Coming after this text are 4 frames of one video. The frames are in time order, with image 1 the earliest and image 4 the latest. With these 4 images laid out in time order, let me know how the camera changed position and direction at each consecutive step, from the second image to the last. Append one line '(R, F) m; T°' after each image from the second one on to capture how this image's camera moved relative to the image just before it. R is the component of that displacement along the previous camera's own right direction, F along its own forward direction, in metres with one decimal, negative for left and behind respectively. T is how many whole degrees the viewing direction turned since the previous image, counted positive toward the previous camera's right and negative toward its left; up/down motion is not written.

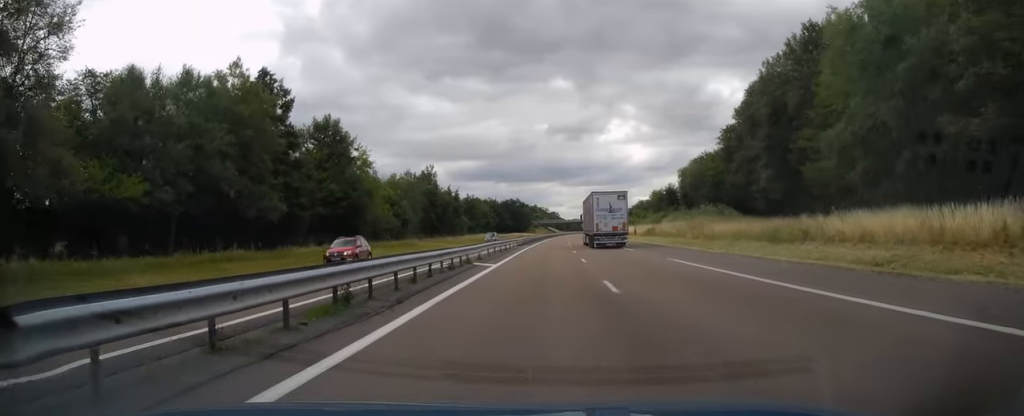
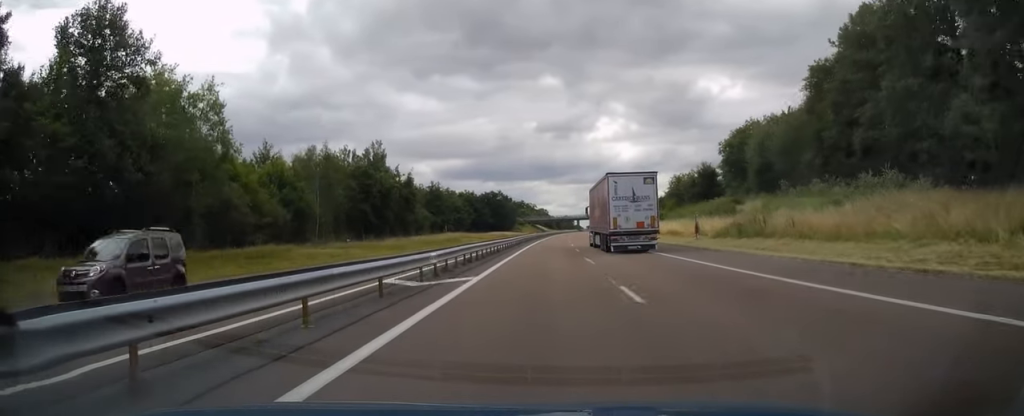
(+0.5, +42.2) m; +1°
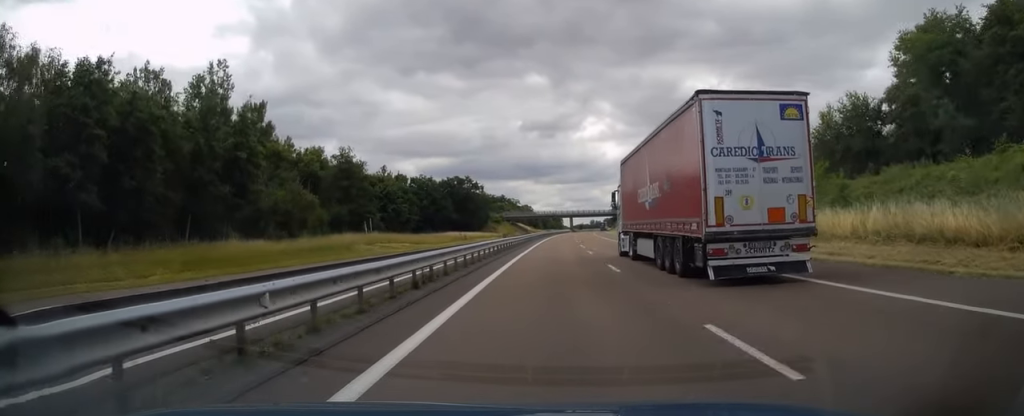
(+0.6, +59.2) m; +1°
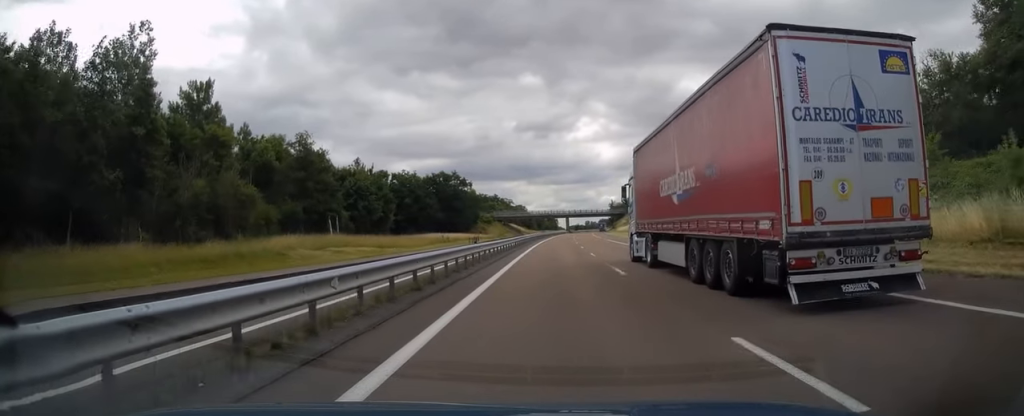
(+0.1, +14.2) m; +1°
